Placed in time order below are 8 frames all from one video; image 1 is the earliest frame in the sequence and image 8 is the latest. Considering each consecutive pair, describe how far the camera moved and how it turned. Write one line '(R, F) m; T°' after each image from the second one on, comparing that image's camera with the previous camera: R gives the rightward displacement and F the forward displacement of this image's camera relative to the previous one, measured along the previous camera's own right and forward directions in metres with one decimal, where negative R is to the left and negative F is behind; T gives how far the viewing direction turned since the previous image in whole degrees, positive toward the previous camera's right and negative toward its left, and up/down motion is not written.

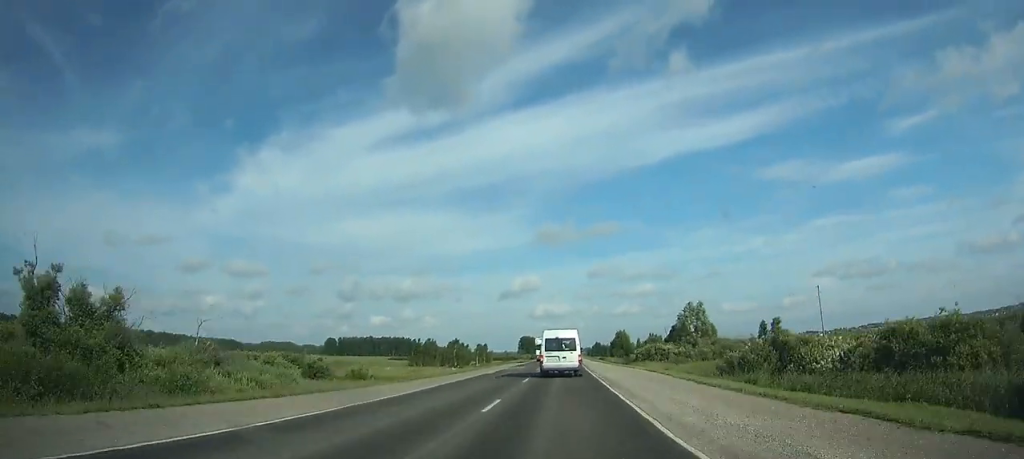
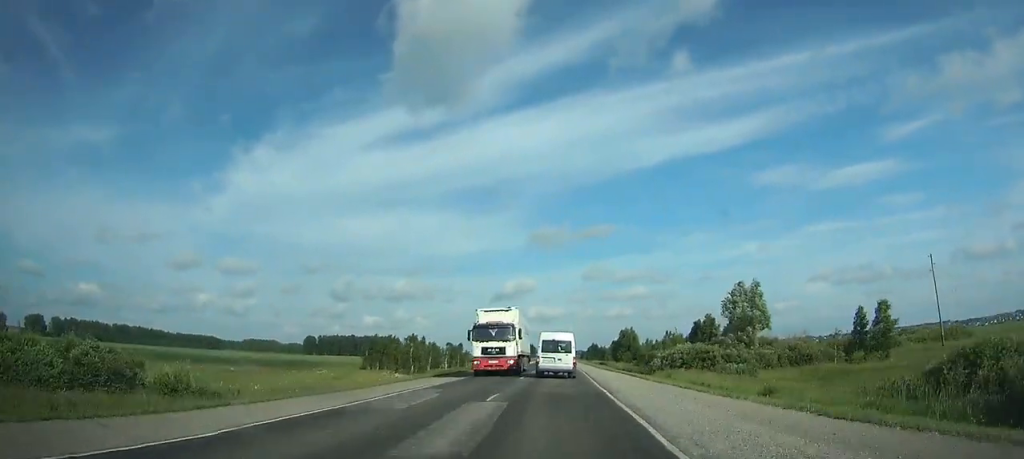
(+0.1, +34.0) m; 0°
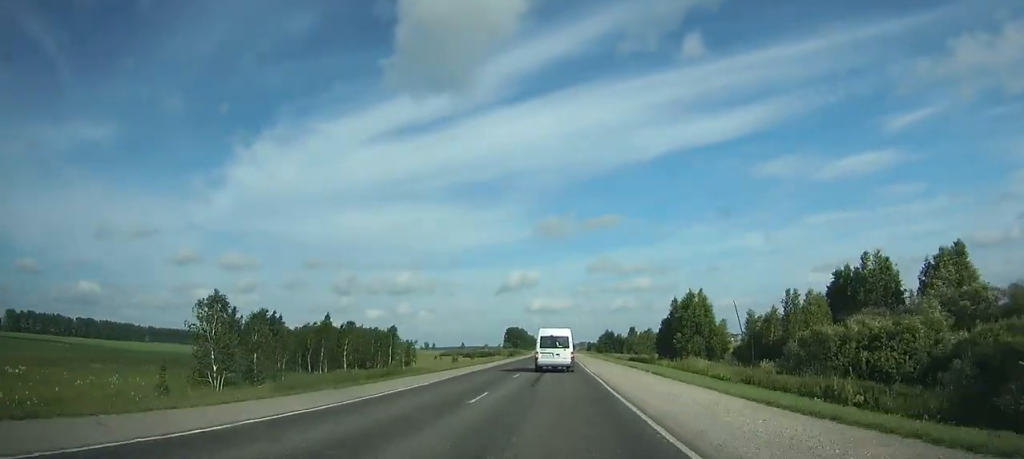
(0.0, +60.0) m; 0°
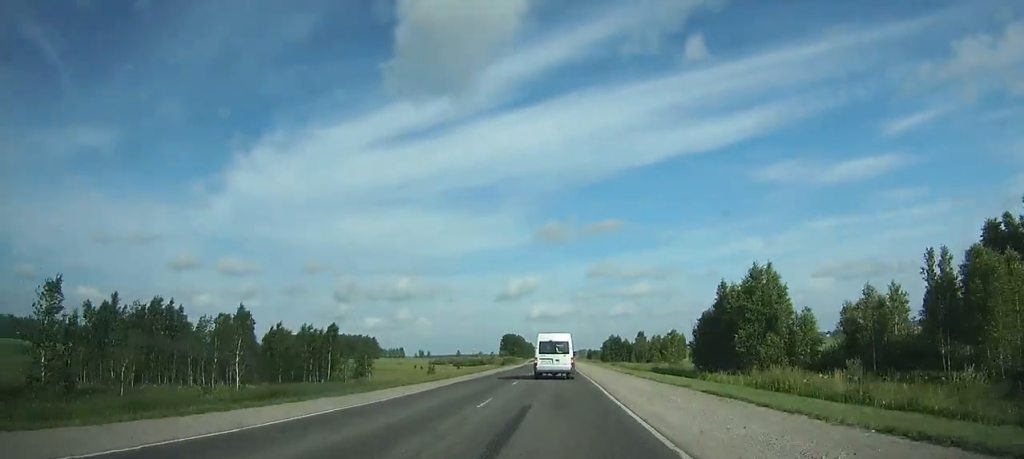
(0.0, +21.9) m; 0°
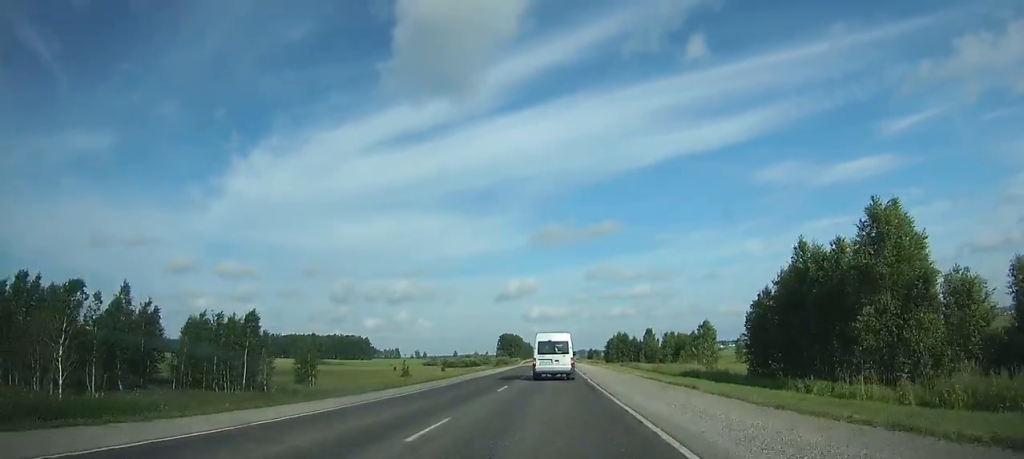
(0.0, +18.0) m; 0°
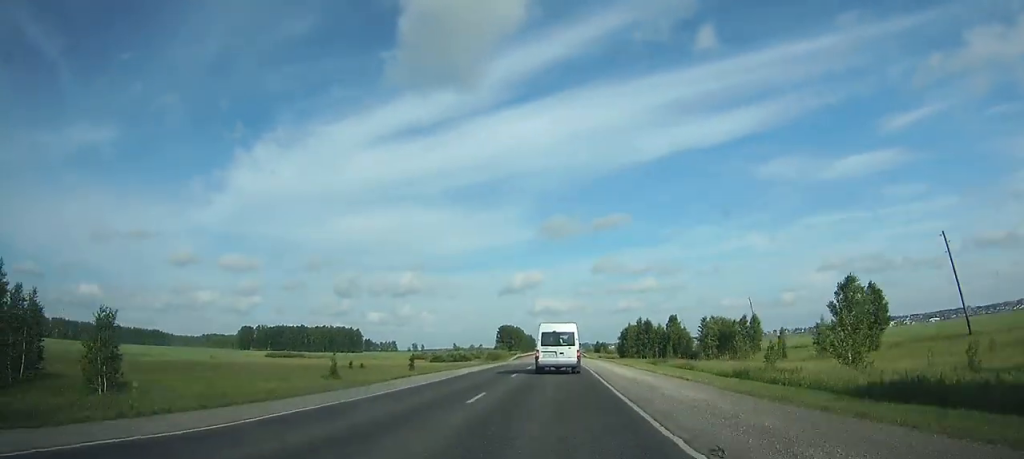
(0.0, +31.5) m; 0°
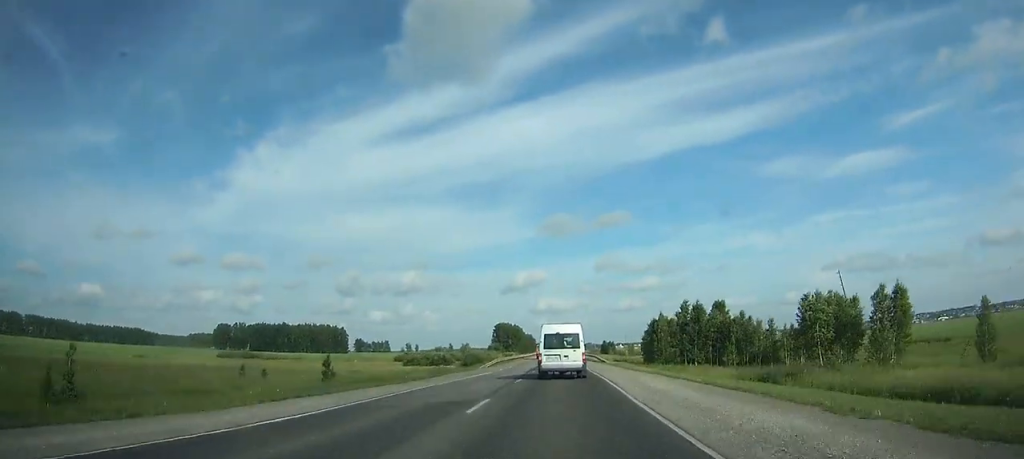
(-0.1, +38.4) m; 0°
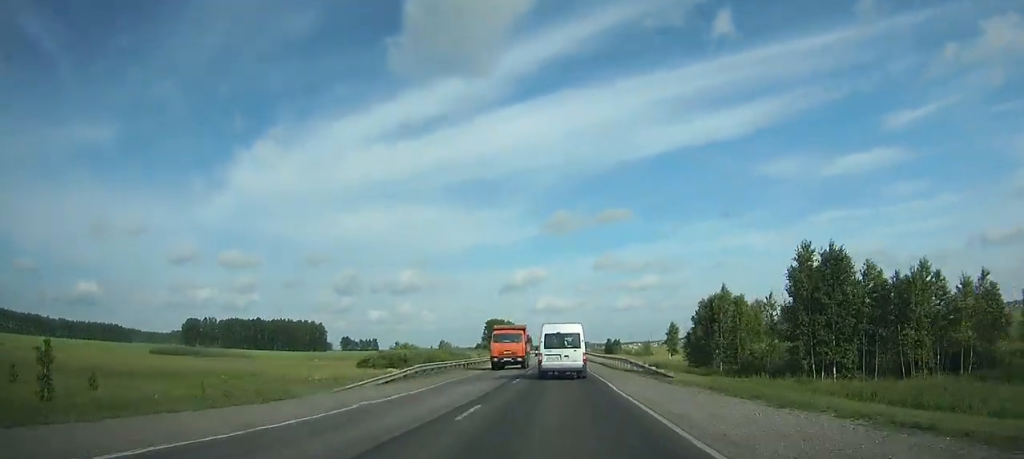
(0.0, +37.3) m; 0°
